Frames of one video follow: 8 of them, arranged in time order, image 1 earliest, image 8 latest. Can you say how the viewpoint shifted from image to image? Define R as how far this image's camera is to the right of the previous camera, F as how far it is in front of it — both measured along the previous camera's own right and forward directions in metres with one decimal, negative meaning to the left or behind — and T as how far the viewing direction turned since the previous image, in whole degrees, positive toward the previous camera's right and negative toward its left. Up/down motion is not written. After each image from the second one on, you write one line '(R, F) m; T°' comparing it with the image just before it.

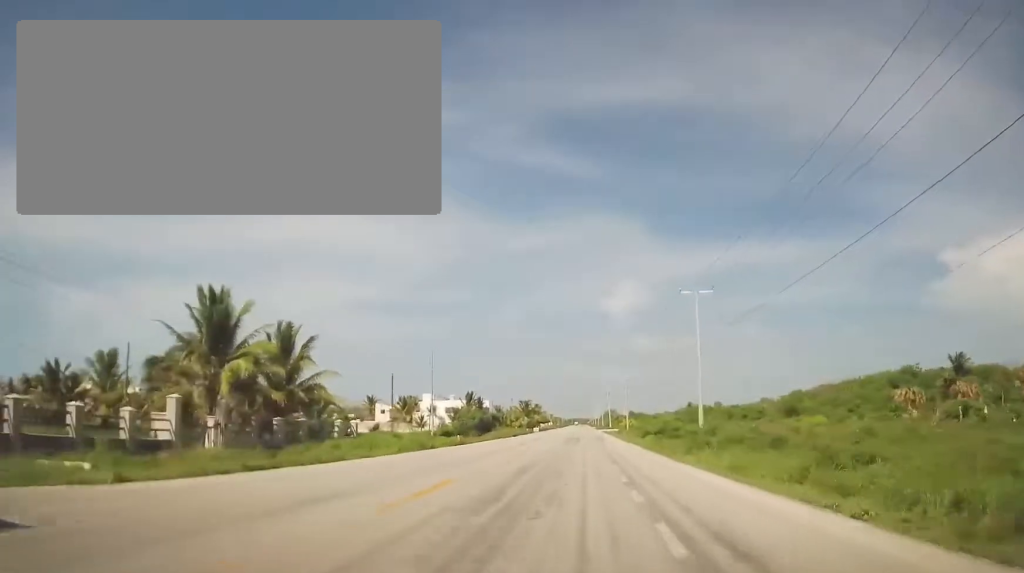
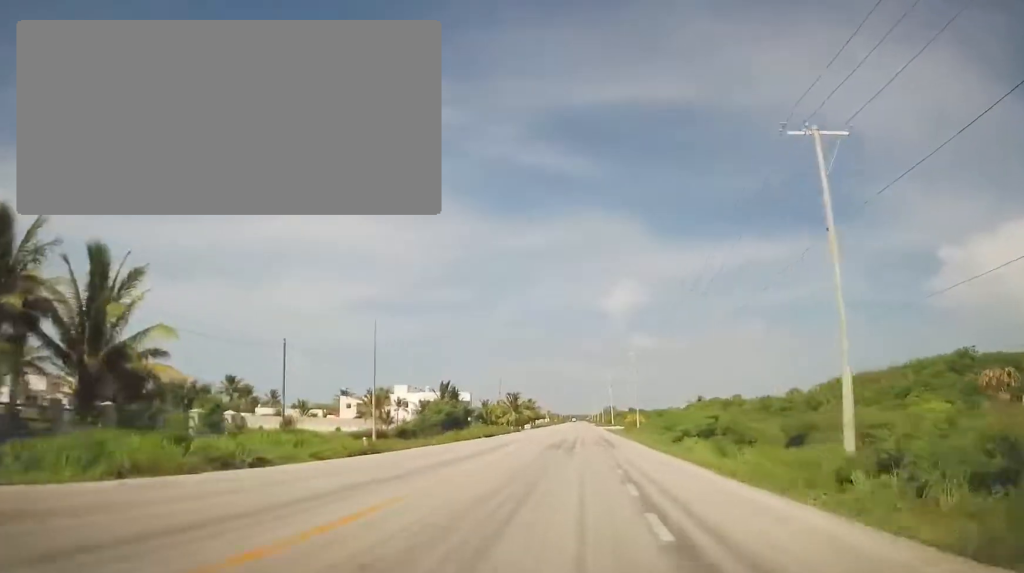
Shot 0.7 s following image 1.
(-0.1, +19.7) m; 0°
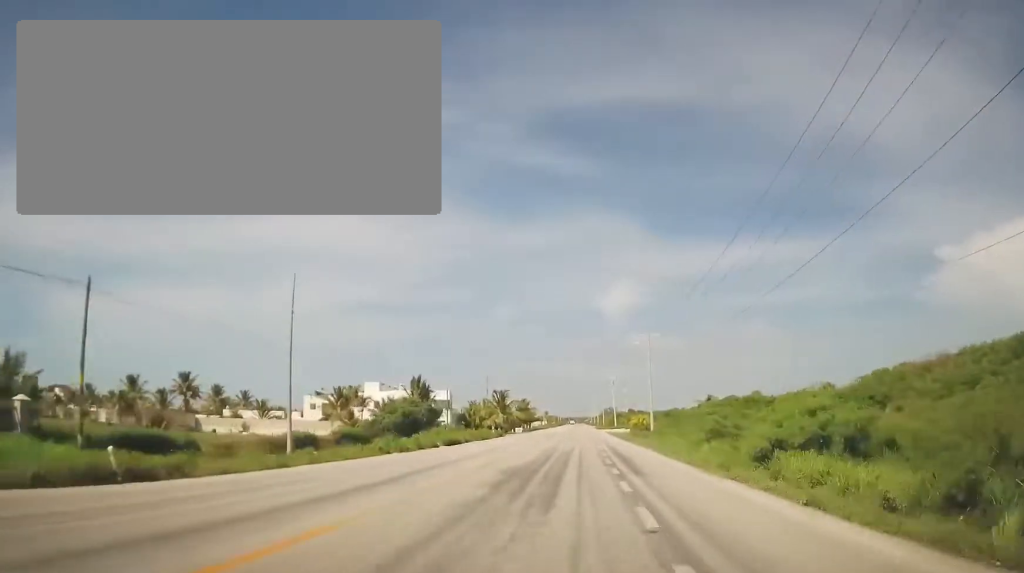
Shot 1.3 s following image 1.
(+0.3, +15.6) m; 0°
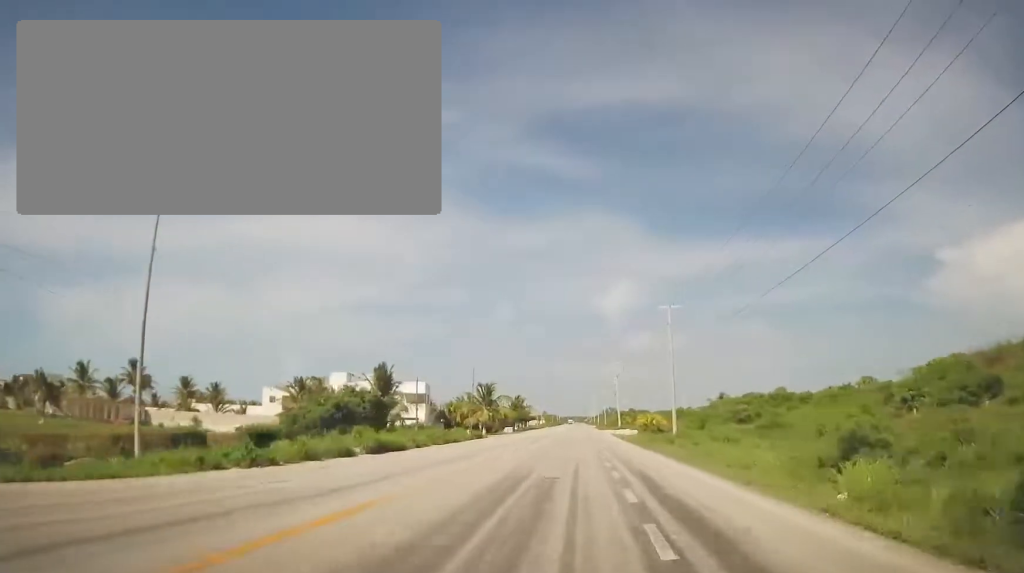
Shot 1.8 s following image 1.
(-0.1, +14.2) m; 0°
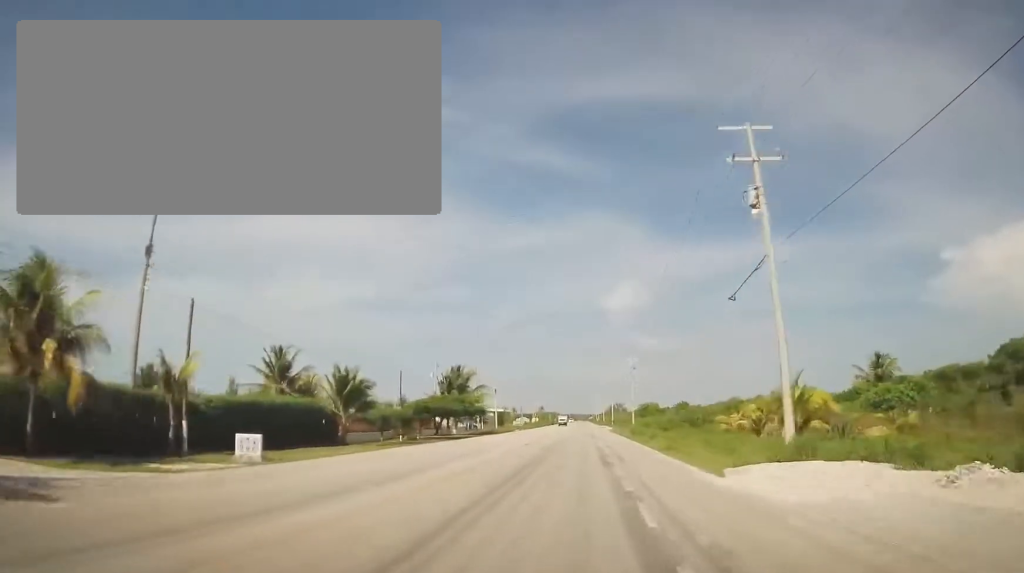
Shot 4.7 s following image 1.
(-1.2, +80.1) m; -1°
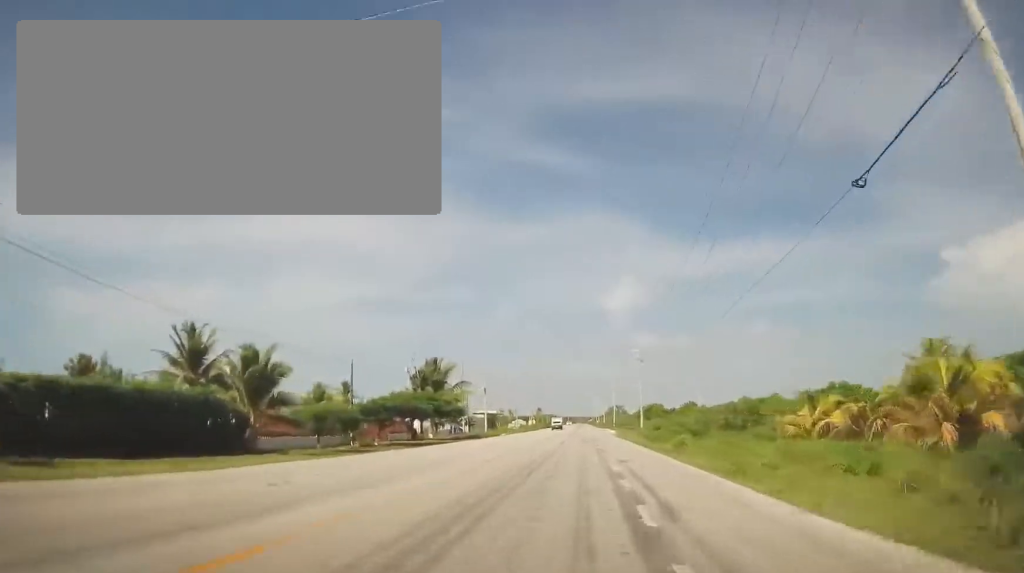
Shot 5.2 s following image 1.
(-0.2, +12.1) m; +1°
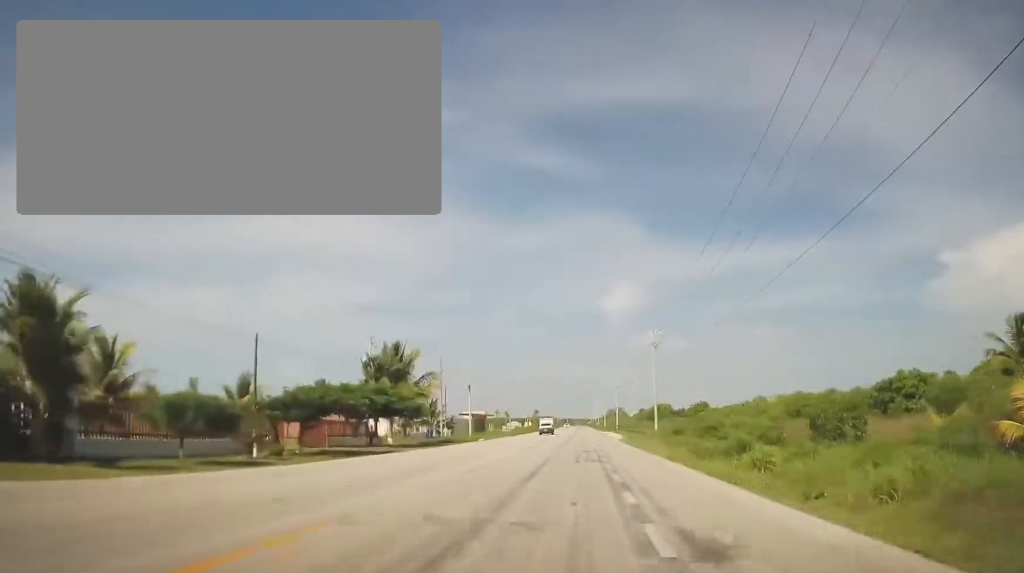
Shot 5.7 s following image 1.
(+0.1, +13.9) m; +1°
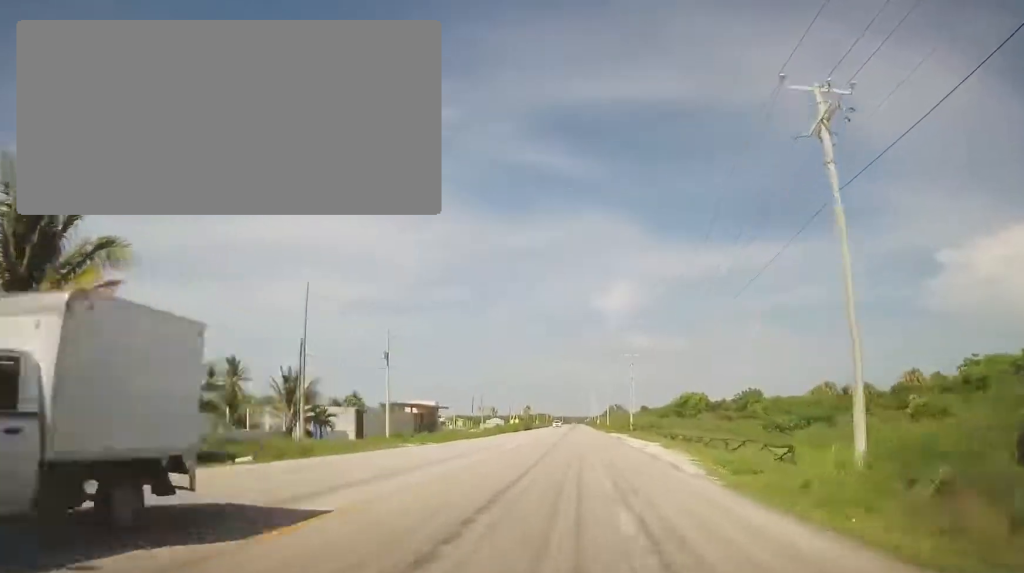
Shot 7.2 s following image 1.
(+0.7, +39.4) m; 0°
